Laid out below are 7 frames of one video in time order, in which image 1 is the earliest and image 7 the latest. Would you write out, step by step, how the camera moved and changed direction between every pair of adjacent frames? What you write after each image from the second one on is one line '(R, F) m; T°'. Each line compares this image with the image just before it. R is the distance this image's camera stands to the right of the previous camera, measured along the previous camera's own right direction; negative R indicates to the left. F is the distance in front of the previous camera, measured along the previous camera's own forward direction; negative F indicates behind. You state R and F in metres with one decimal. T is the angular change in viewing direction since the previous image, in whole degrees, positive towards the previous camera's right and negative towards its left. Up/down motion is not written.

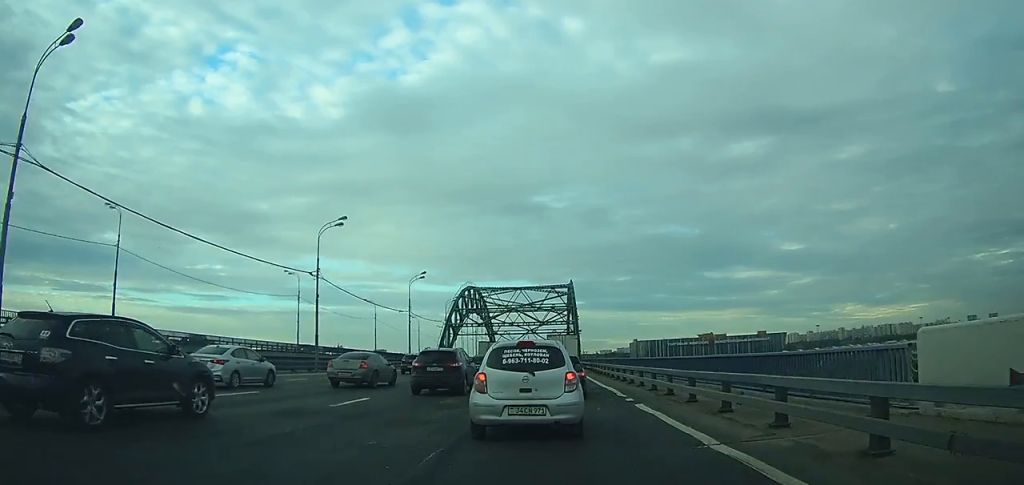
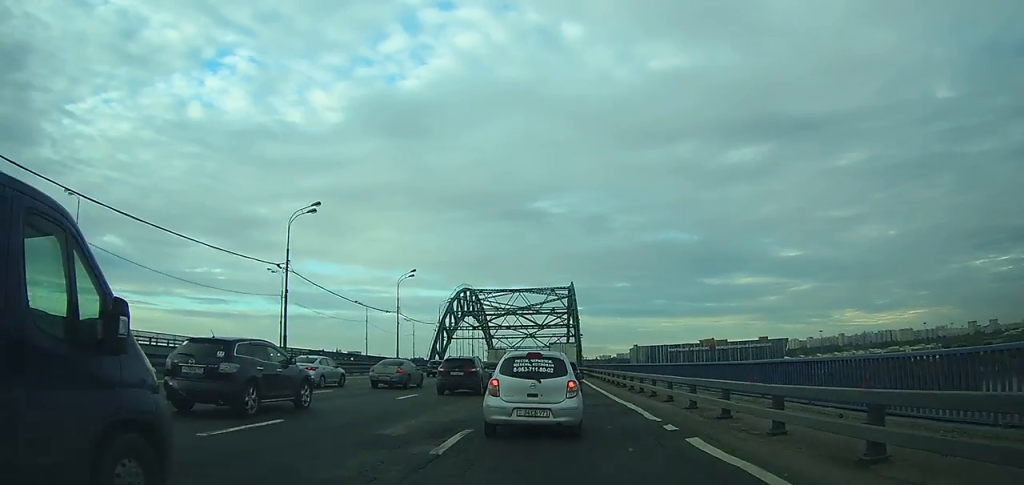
(-0.1, +7.3) m; 0°
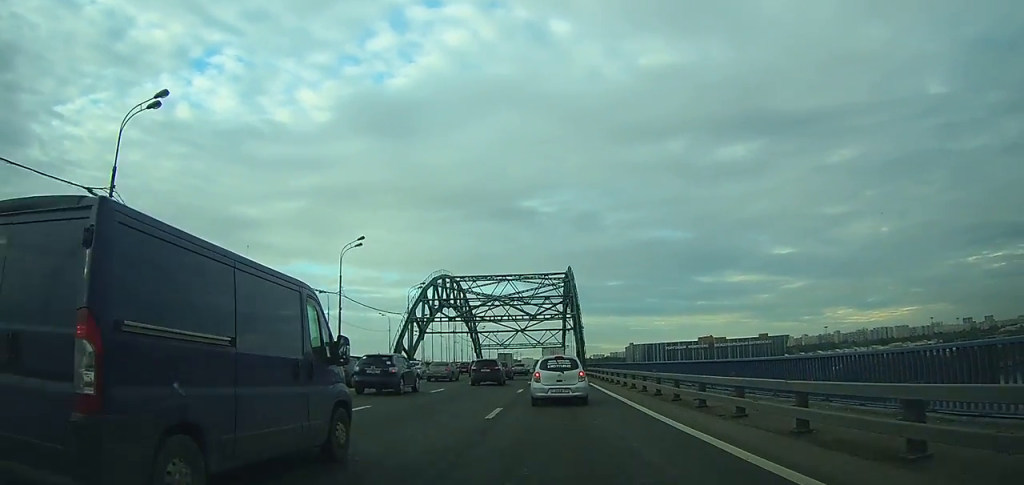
(-0.1, +20.1) m; +1°
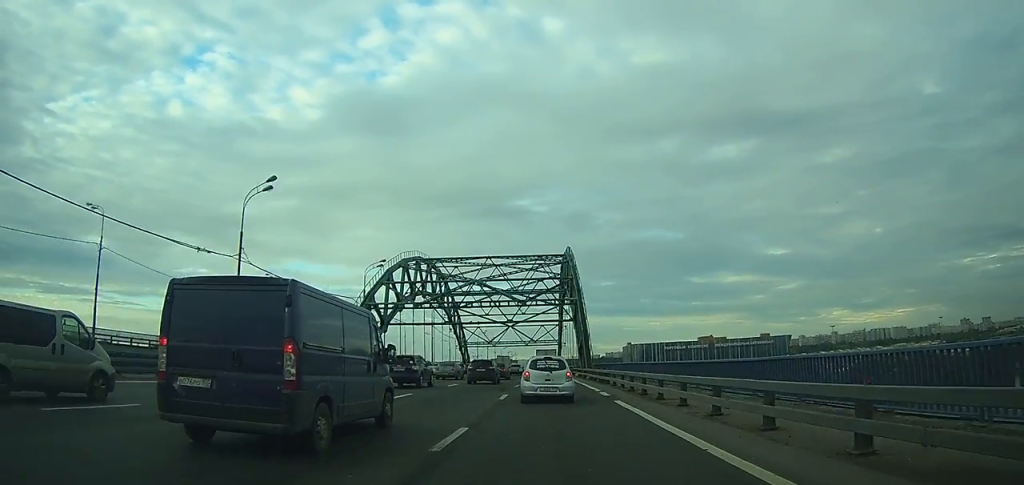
(+0.3, +15.3) m; +2°
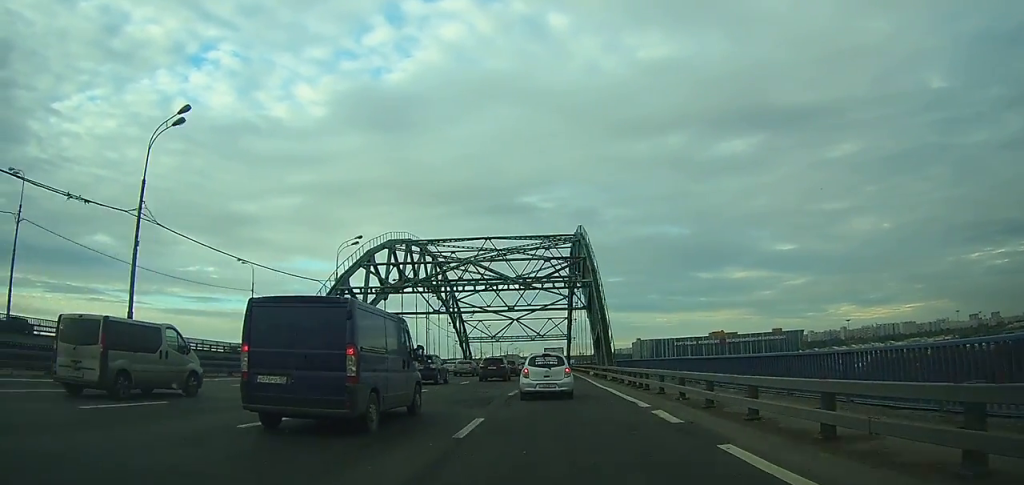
(+0.1, +9.8) m; 0°
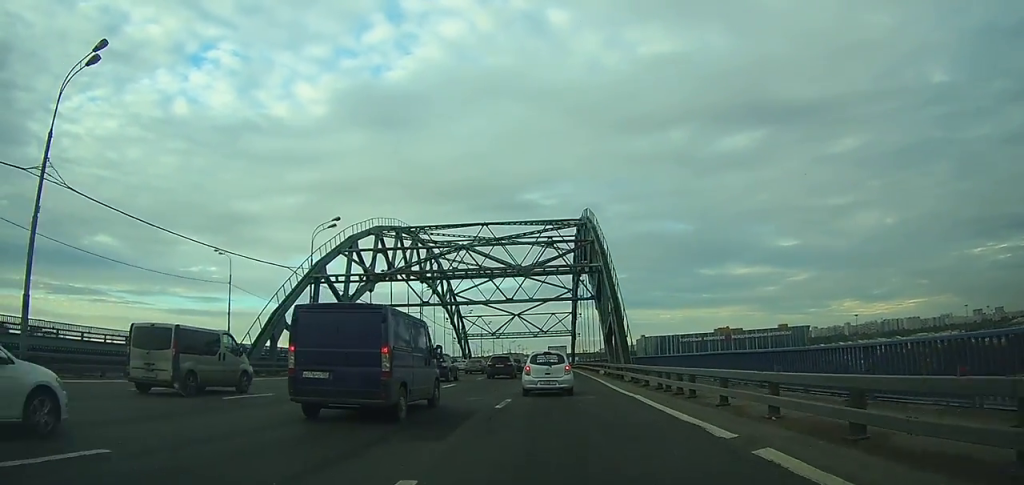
(0.0, +6.5) m; 0°
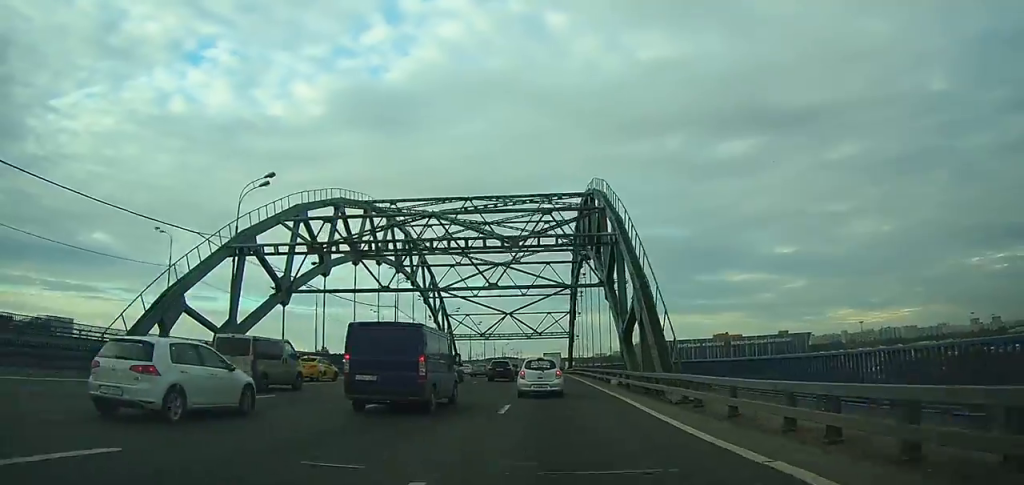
(-0.1, +13.1) m; 0°
